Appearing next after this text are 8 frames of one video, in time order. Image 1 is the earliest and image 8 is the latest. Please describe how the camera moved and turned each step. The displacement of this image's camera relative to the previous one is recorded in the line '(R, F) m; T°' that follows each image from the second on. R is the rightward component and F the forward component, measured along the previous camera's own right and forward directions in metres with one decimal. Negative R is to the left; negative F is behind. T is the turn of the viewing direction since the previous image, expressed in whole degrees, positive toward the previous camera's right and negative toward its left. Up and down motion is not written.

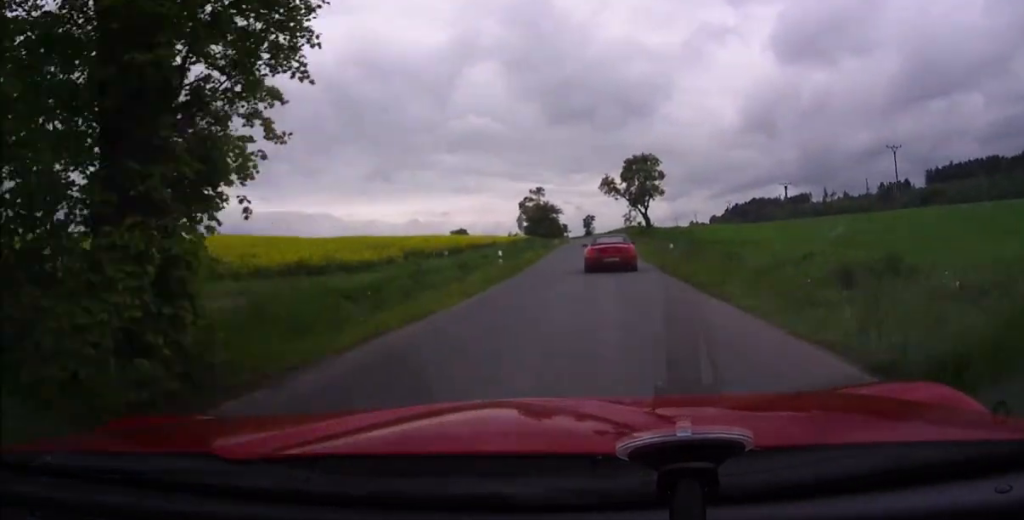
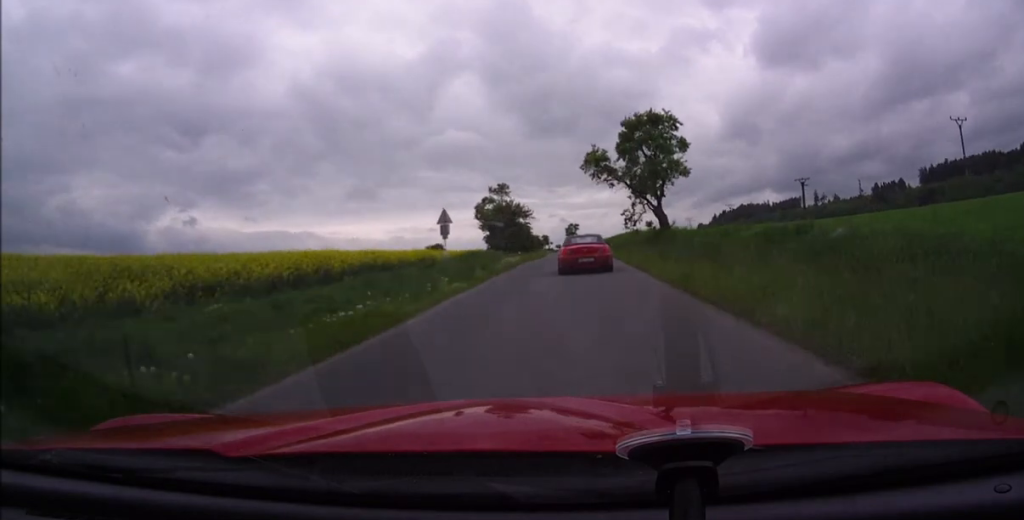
(+3.1, +24.6) m; +8°
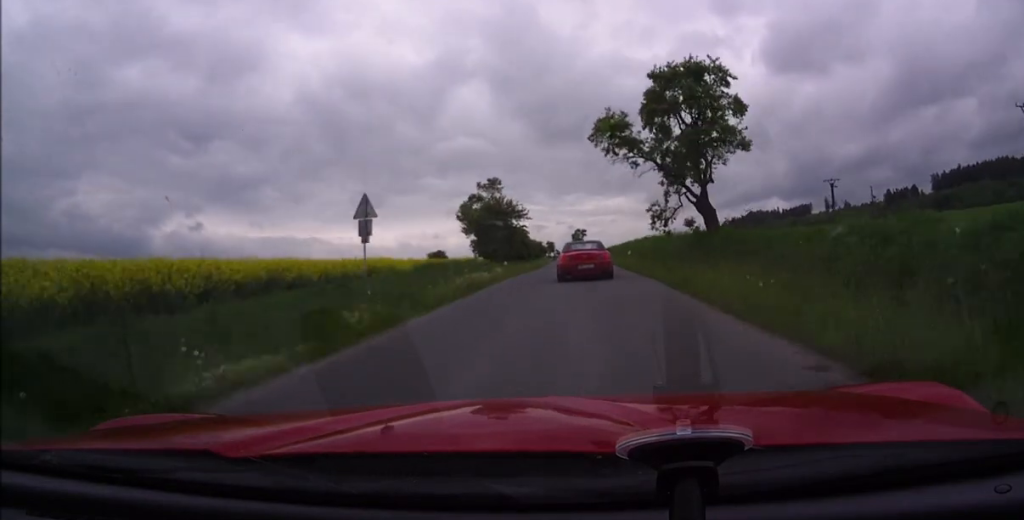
(+0.1, +12.7) m; 0°
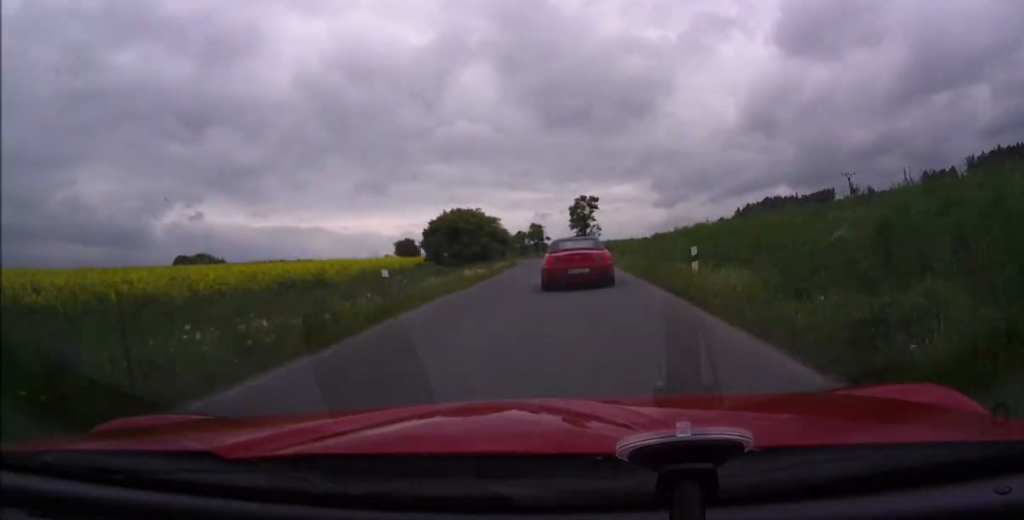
(-0.2, +70.0) m; -4°
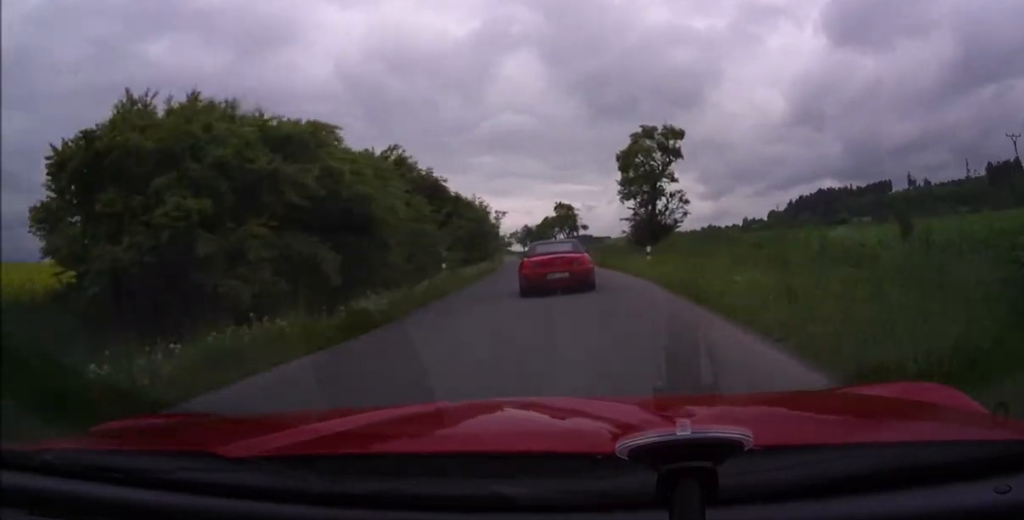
(-2.4, +42.5) m; -4°
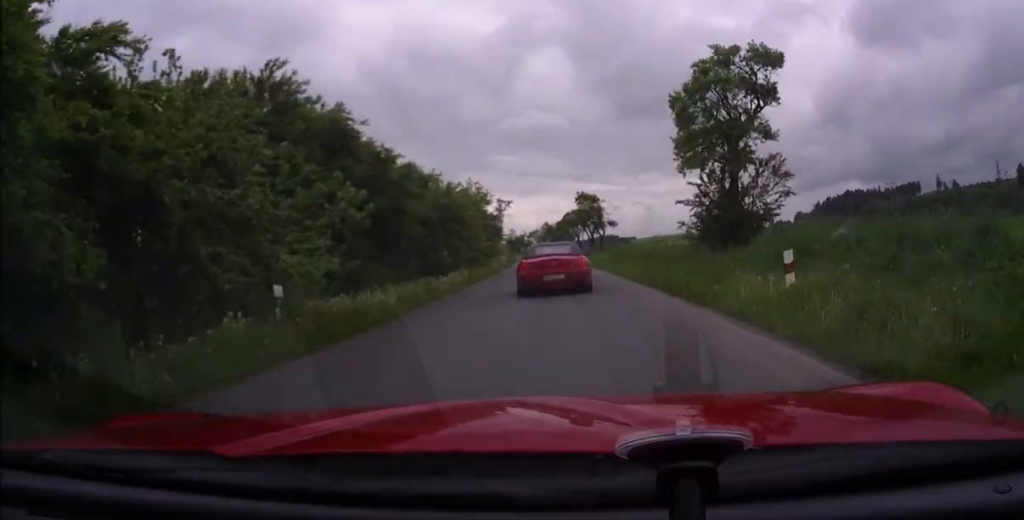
(0.0, +13.6) m; 0°
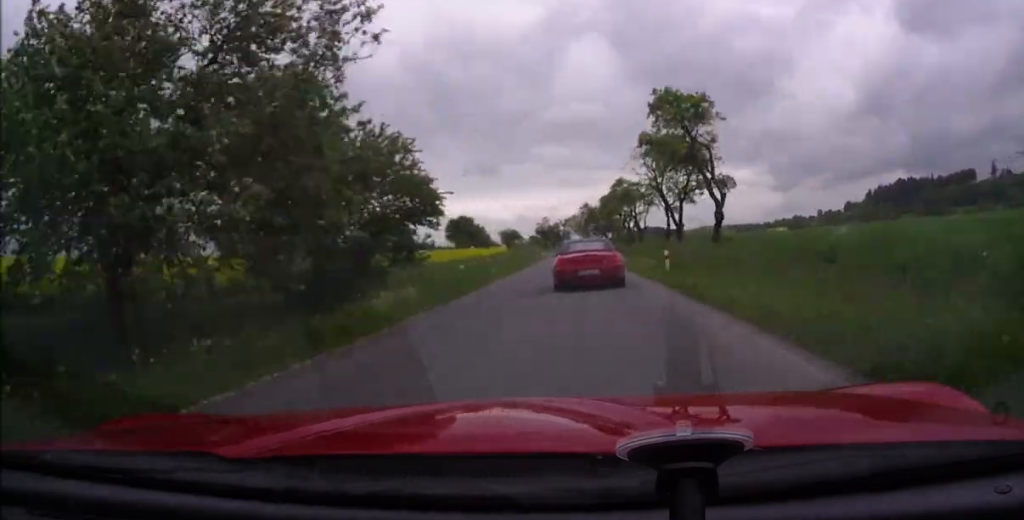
(0.0, +34.9) m; 0°
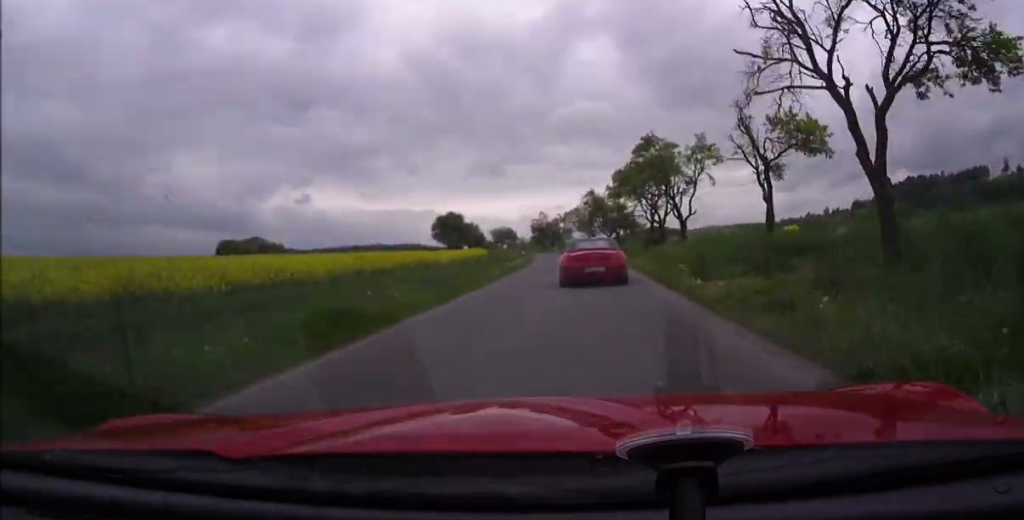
(0.0, +19.6) m; 0°
